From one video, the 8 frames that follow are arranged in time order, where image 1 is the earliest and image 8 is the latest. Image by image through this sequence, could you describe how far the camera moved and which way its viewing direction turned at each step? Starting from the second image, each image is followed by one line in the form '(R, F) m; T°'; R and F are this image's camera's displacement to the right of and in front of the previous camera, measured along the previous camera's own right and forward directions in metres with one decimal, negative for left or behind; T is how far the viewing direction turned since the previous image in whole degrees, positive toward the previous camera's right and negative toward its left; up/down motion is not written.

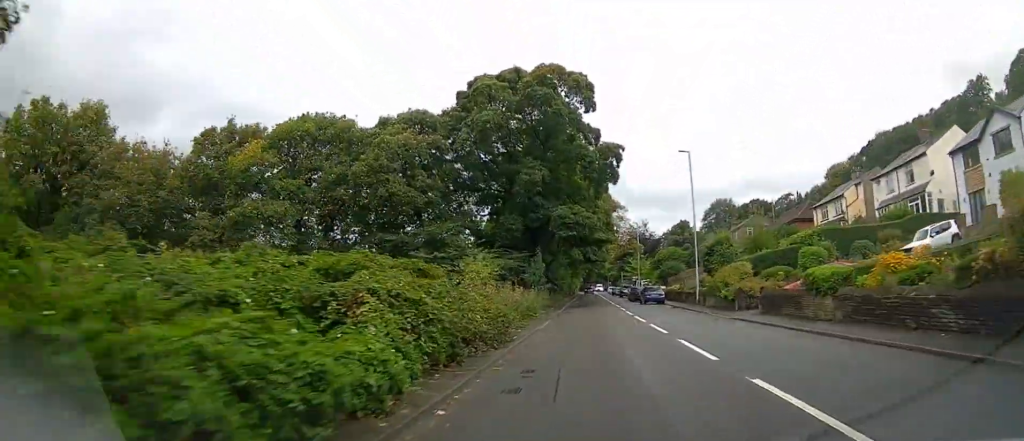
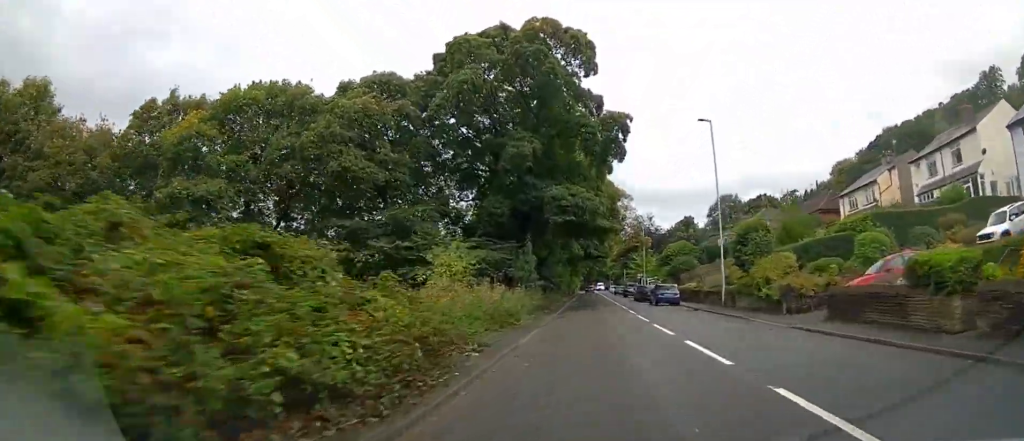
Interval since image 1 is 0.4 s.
(+0.2, +6.8) m; 0°
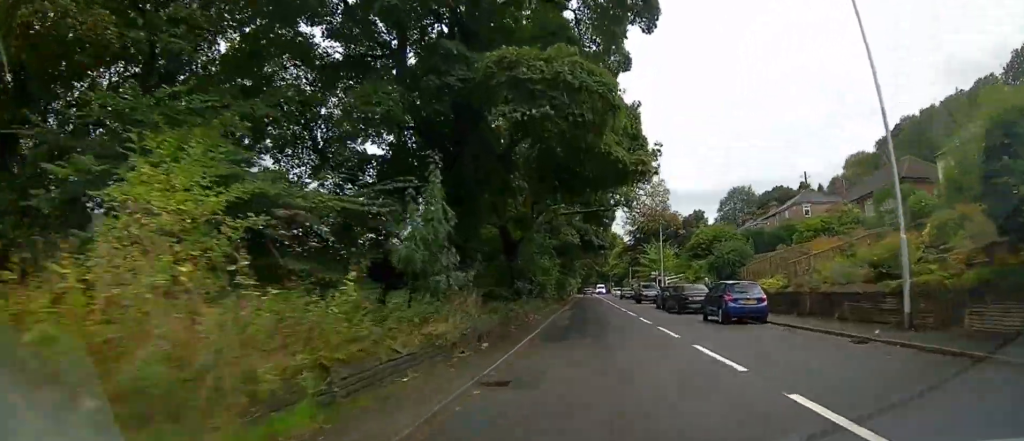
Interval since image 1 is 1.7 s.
(-0.5, +18.8) m; -1°
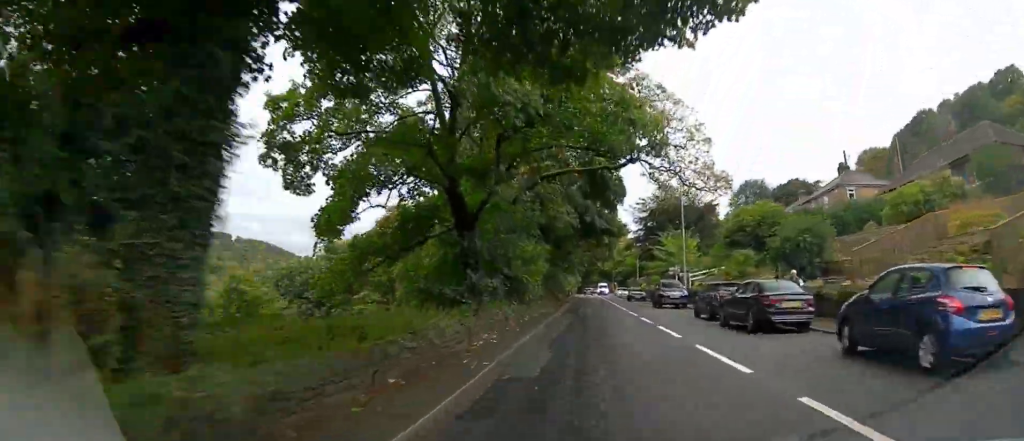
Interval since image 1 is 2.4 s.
(+0.1, +11.6) m; +1°
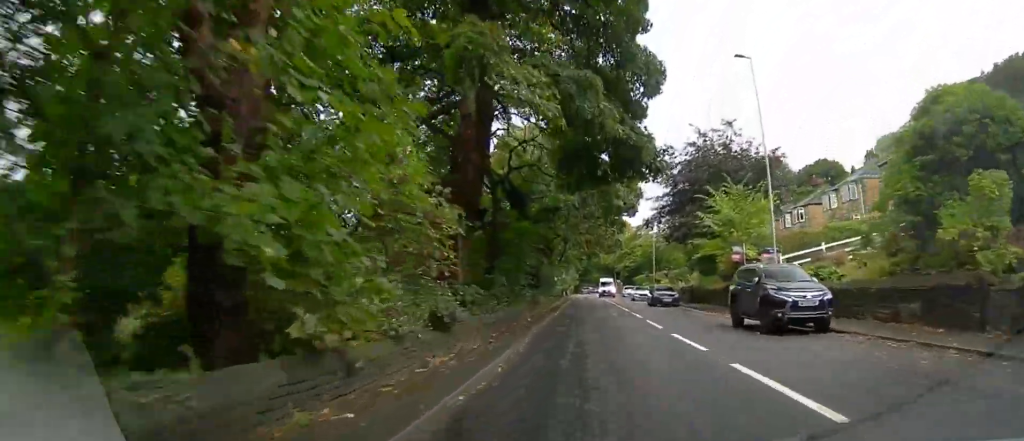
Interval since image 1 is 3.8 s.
(+0.2, +20.8) m; 0°
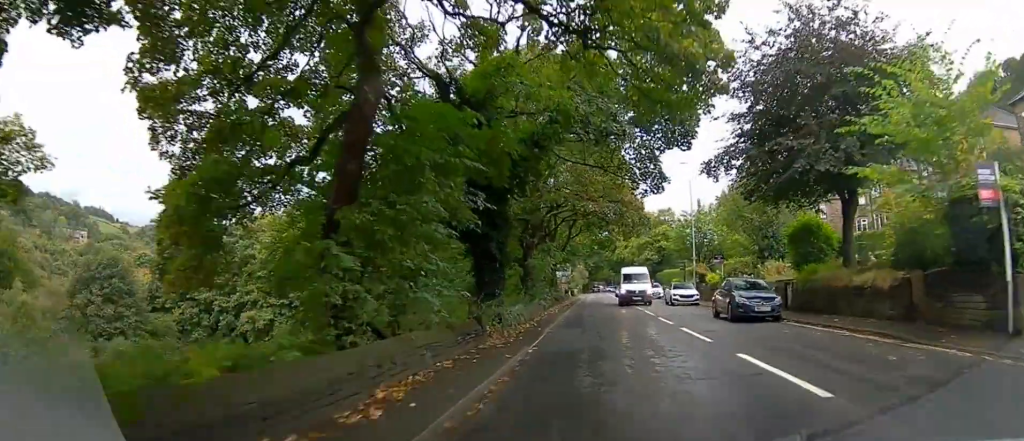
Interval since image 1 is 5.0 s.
(-0.1, +17.3) m; 0°
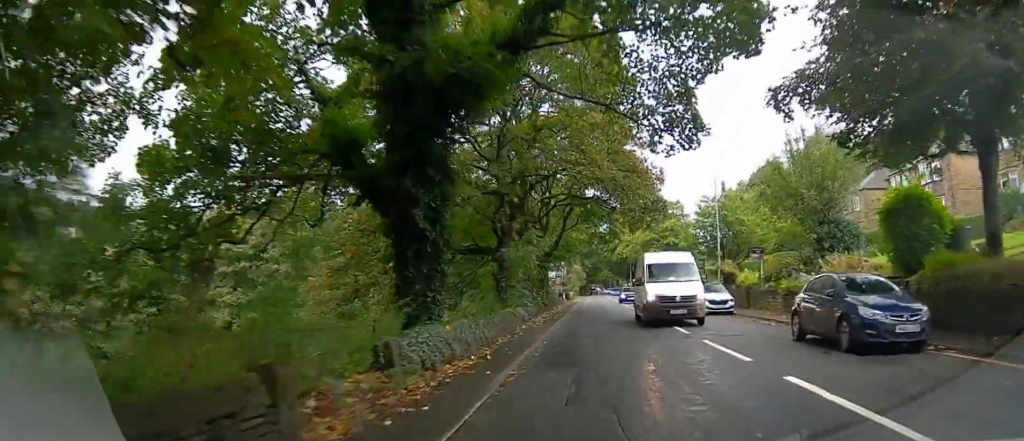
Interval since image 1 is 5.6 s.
(-0.1, +9.2) m; +1°
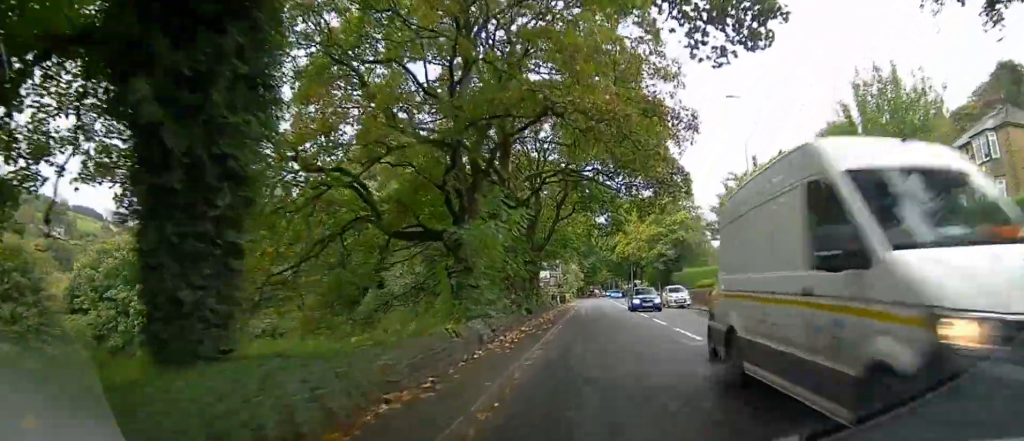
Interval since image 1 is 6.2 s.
(+0.2, +8.0) m; 0°
